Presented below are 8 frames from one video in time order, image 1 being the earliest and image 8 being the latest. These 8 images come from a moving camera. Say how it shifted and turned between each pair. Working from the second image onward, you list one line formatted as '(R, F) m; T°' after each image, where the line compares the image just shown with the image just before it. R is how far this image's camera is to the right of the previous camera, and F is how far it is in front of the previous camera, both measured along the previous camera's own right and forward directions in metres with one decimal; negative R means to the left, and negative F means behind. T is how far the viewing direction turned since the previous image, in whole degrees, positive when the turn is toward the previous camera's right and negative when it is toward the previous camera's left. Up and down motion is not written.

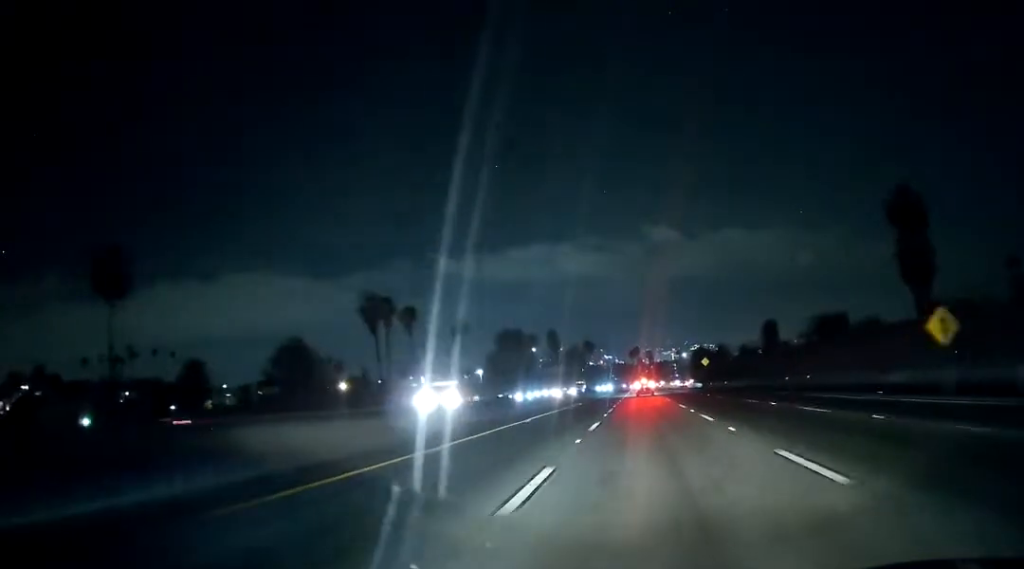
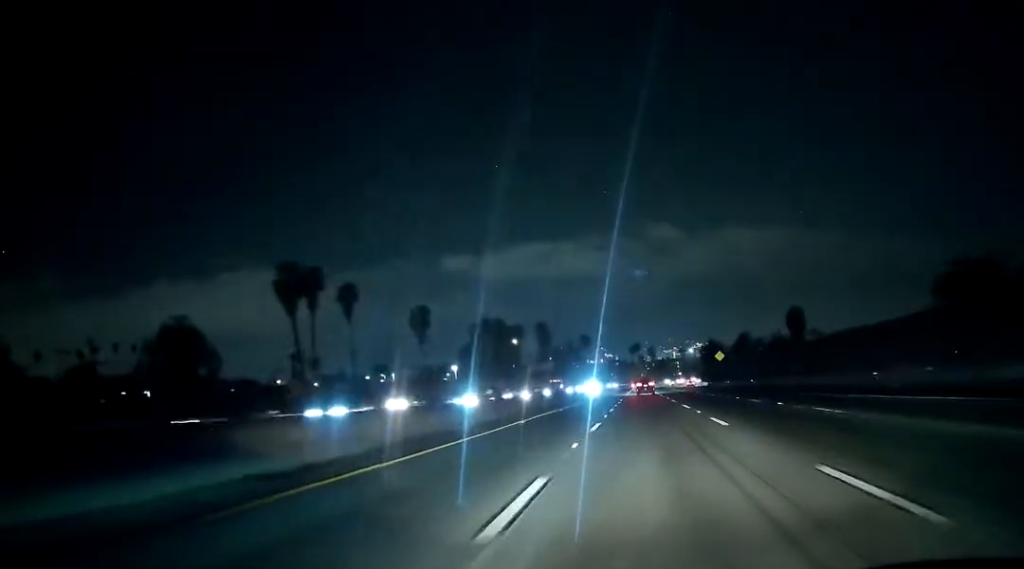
(-0.1, +31.2) m; 0°
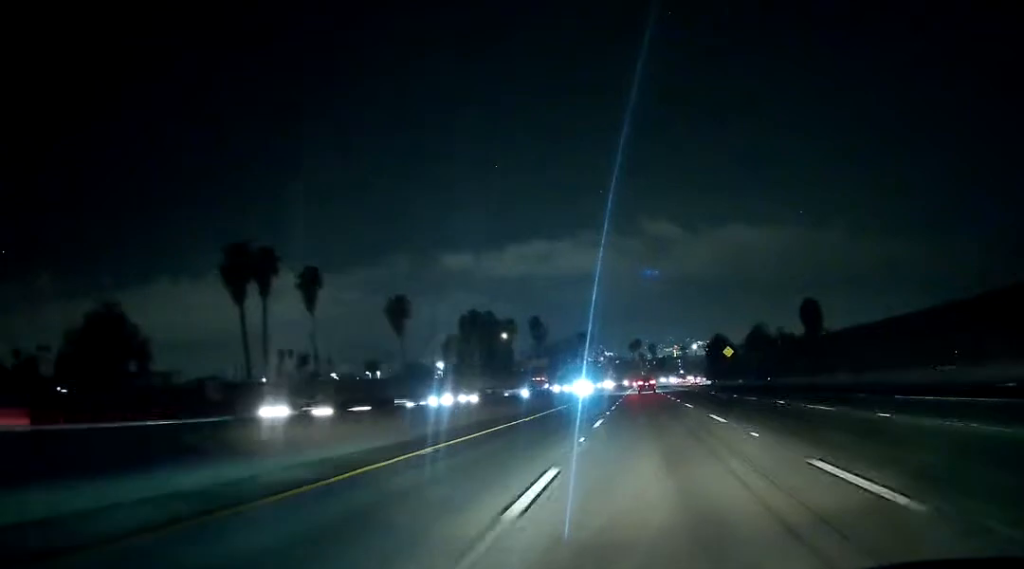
(0.0, +14.3) m; 0°
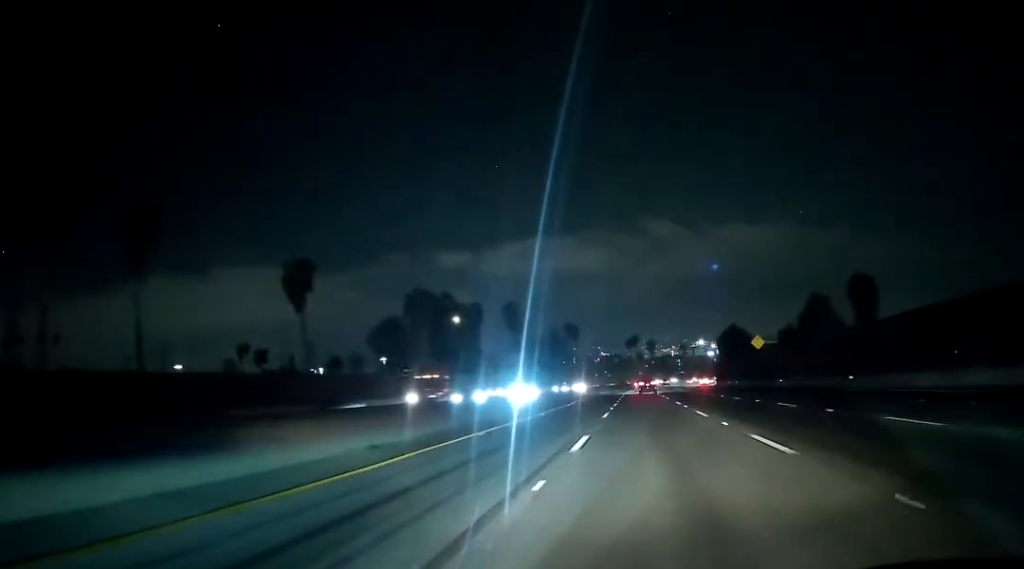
(+0.2, +37.5) m; +1°
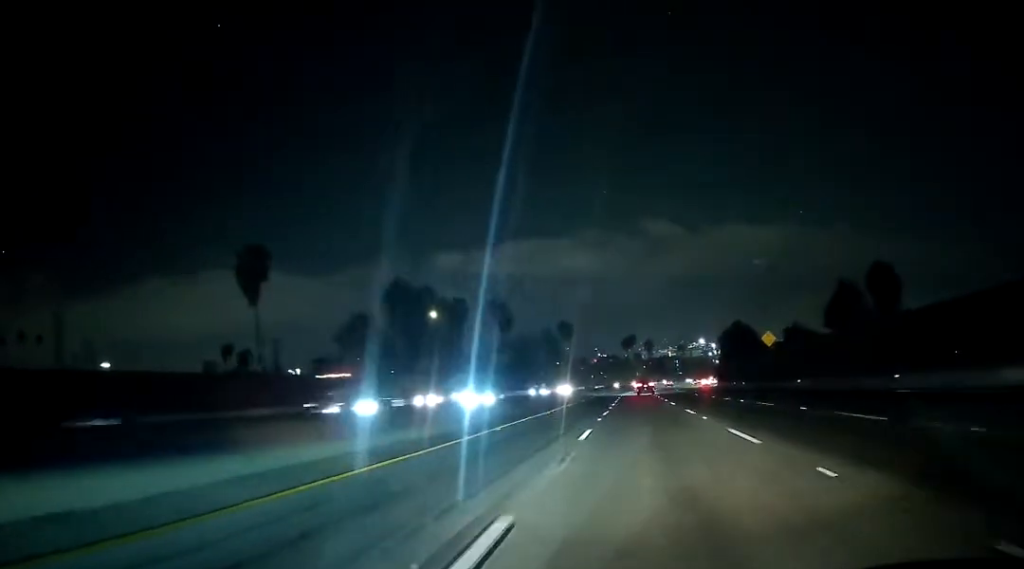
(+0.1, +11.6) m; 0°
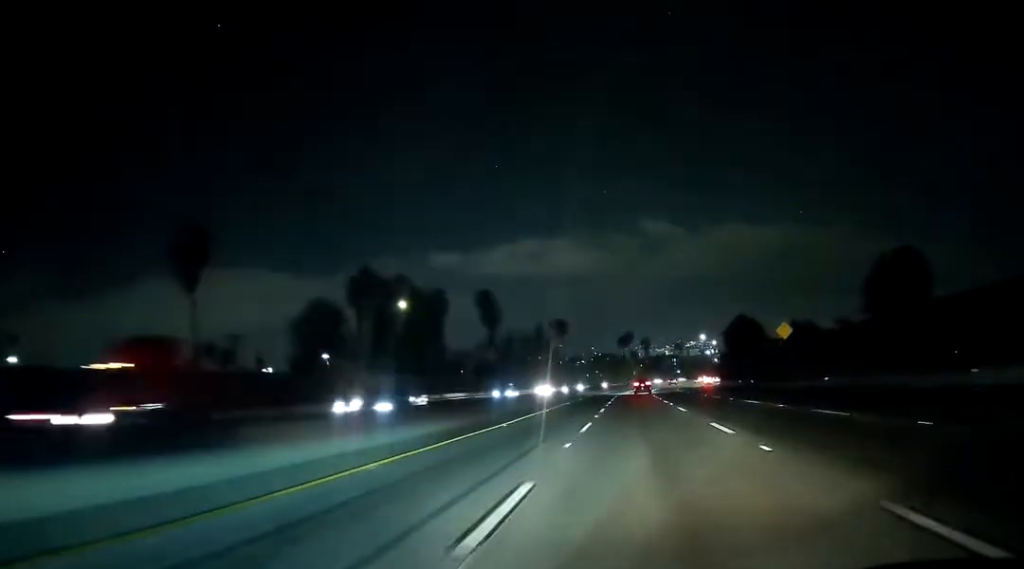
(+0.1, +11.6) m; 0°
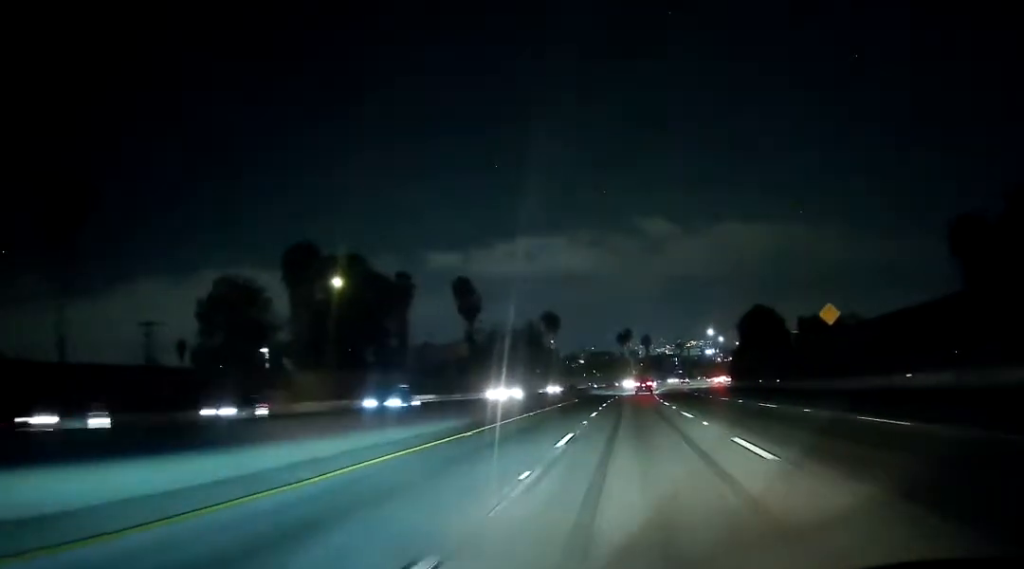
(-0.2, +20.1) m; 0°
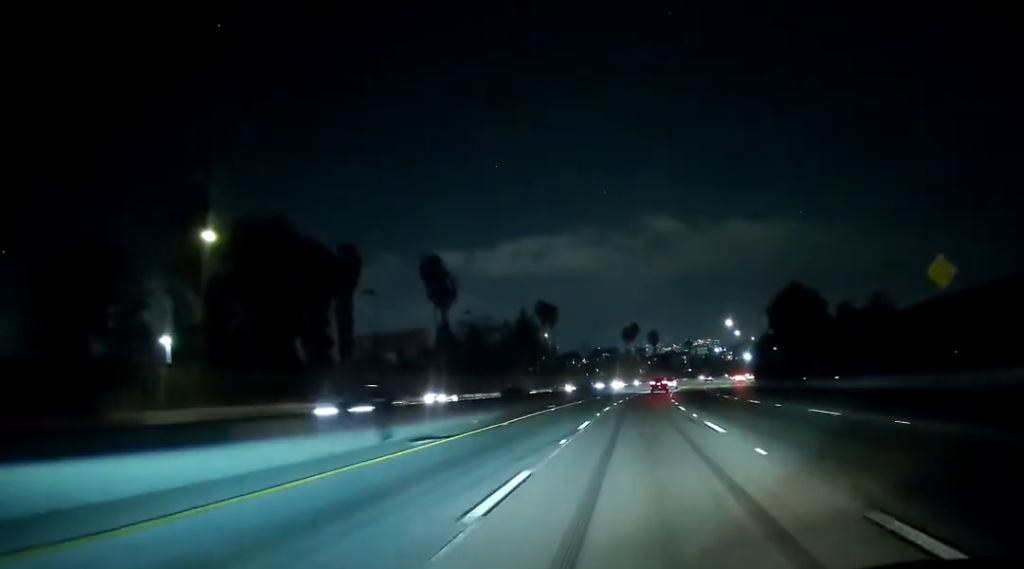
(+0.1, +23.4) m; 0°
